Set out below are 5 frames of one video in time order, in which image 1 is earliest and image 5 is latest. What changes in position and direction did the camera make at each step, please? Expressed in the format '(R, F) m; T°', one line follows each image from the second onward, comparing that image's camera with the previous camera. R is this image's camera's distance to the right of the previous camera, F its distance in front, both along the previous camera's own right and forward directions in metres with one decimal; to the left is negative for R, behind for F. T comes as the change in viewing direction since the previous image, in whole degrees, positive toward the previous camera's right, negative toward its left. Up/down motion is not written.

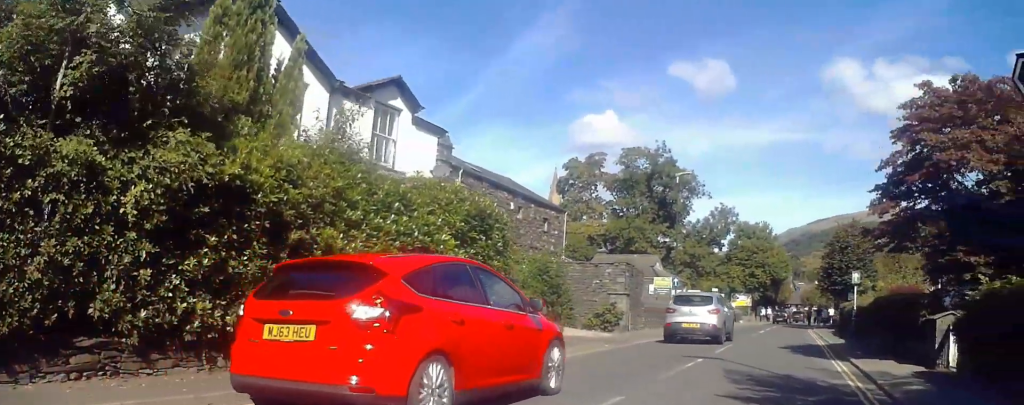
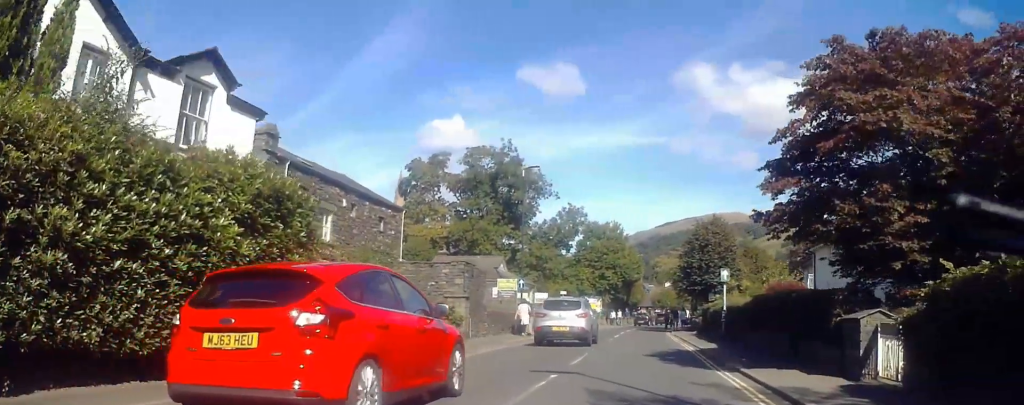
(+0.6, +2.7) m; +16°
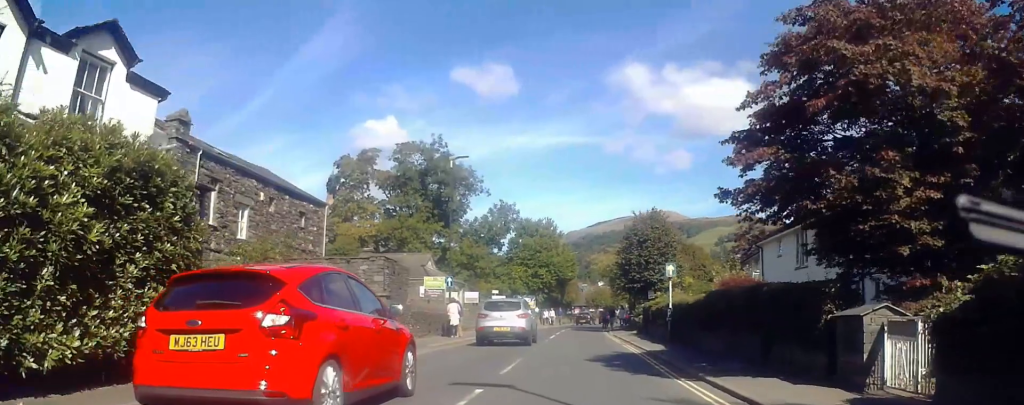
(+0.1, +2.3) m; +1°
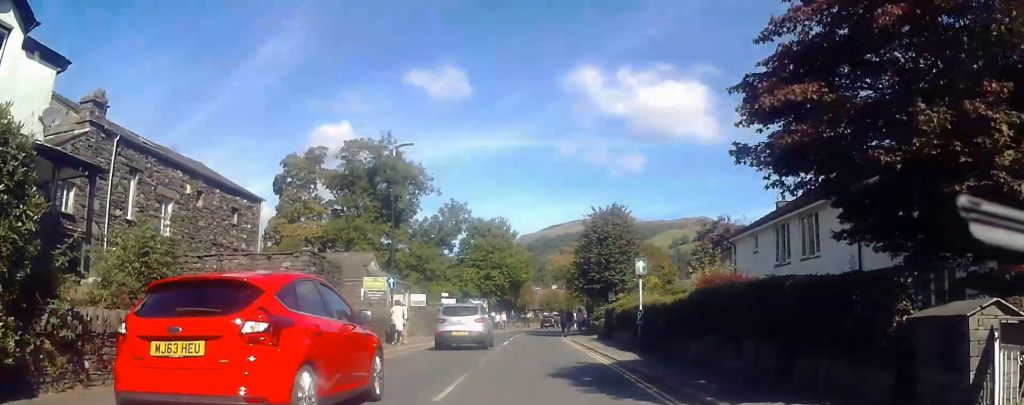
(+0.1, +3.0) m; +2°
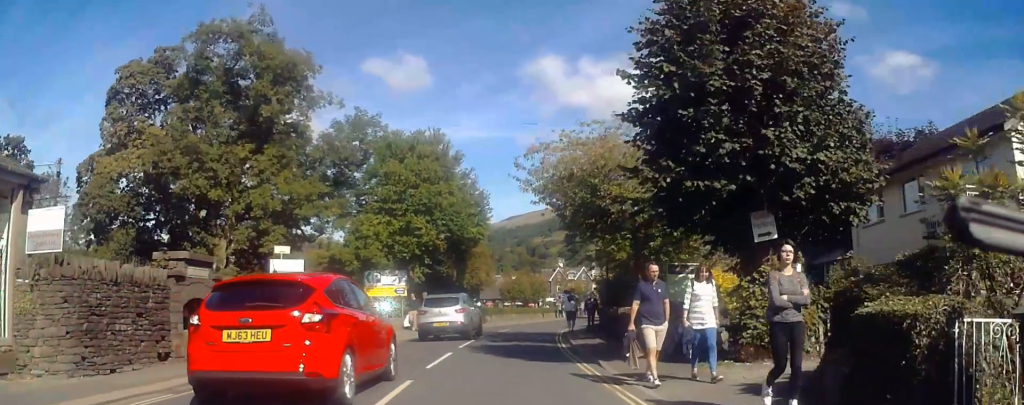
(+0.5, +28.3) m; +2°
